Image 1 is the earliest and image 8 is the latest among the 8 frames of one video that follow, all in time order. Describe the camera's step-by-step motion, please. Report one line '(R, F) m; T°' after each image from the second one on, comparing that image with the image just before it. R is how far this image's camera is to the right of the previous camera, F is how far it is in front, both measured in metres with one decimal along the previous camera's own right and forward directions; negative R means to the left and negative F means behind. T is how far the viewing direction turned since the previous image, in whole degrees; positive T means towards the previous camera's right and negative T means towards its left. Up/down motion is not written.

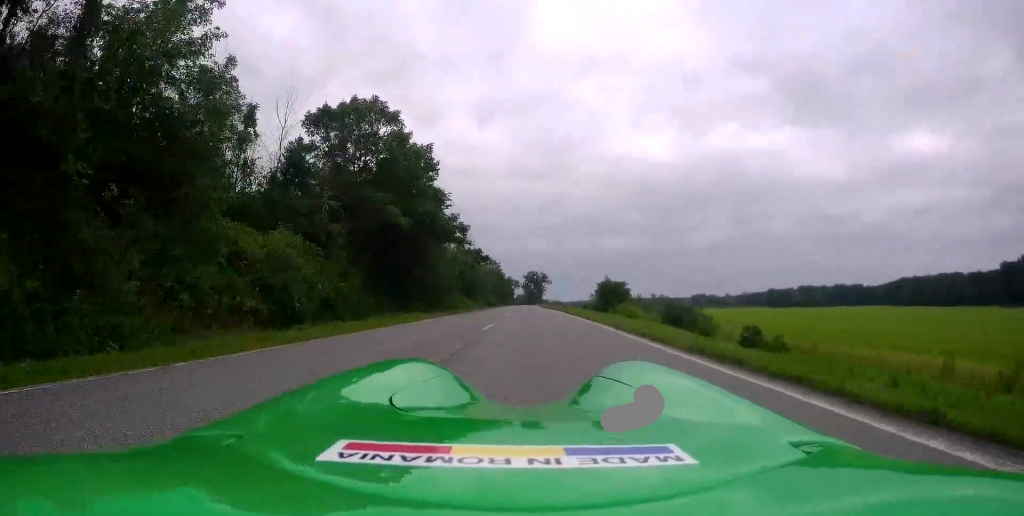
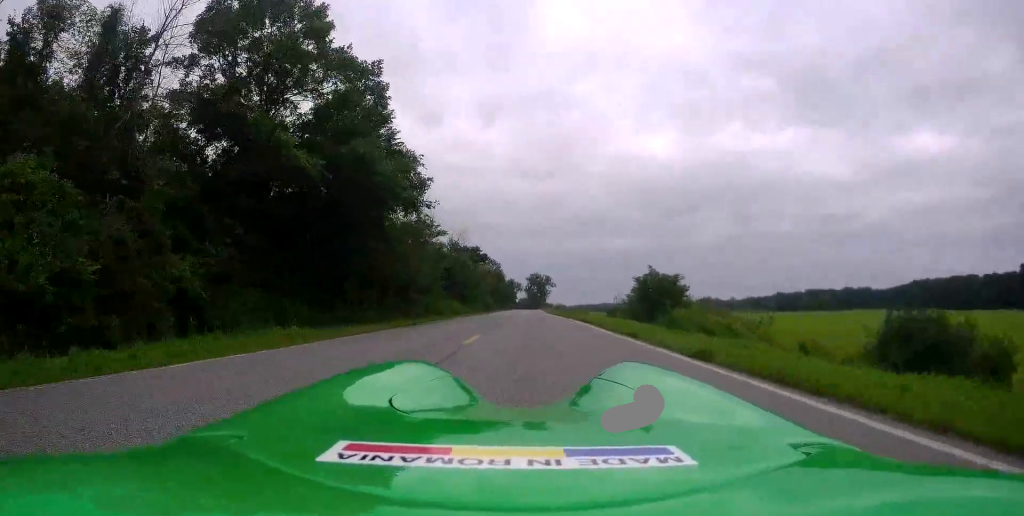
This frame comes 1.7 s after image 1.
(+0.4, +16.4) m; +1°
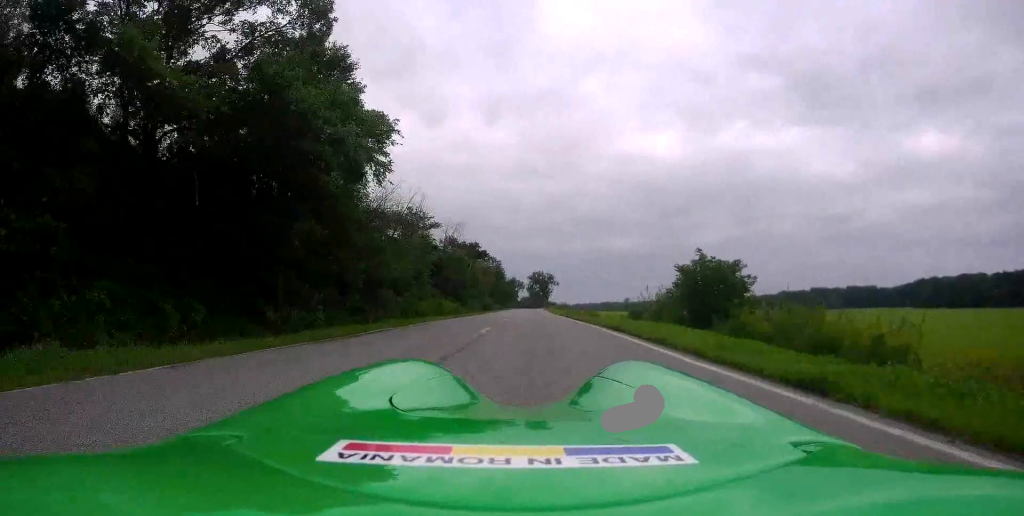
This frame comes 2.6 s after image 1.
(-0.2, +8.9) m; -1°
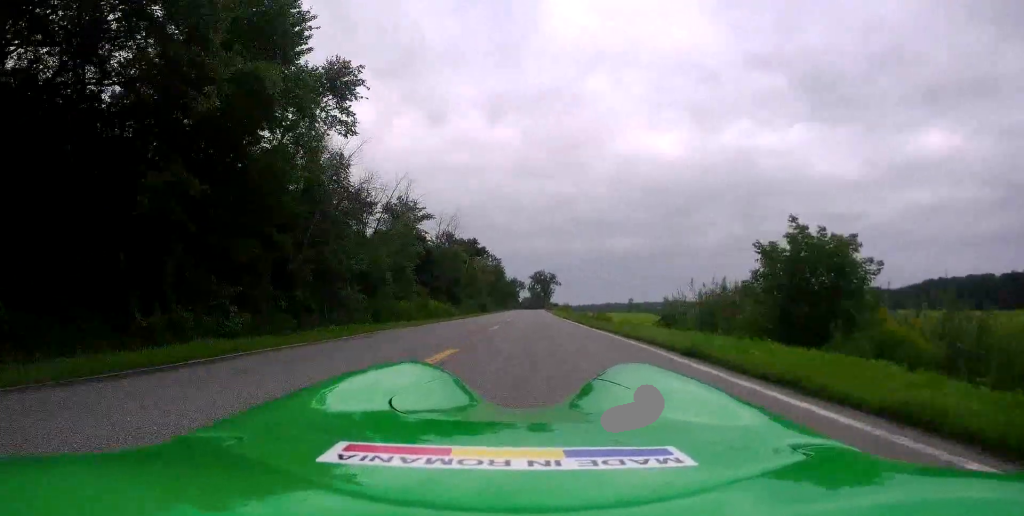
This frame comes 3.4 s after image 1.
(0.0, +8.1) m; 0°
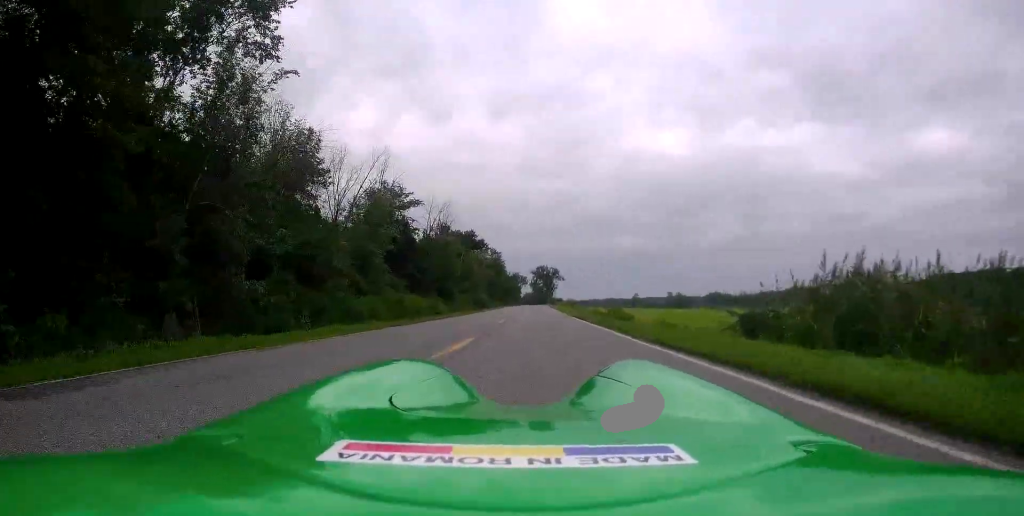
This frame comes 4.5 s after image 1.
(+0.1, +10.0) m; +1°
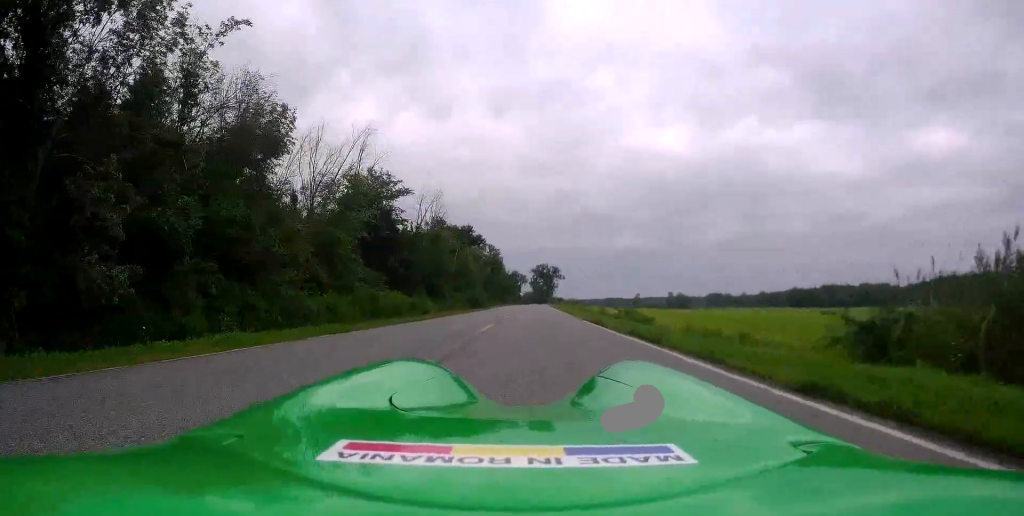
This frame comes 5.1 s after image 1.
(+0.2, +6.3) m; 0°
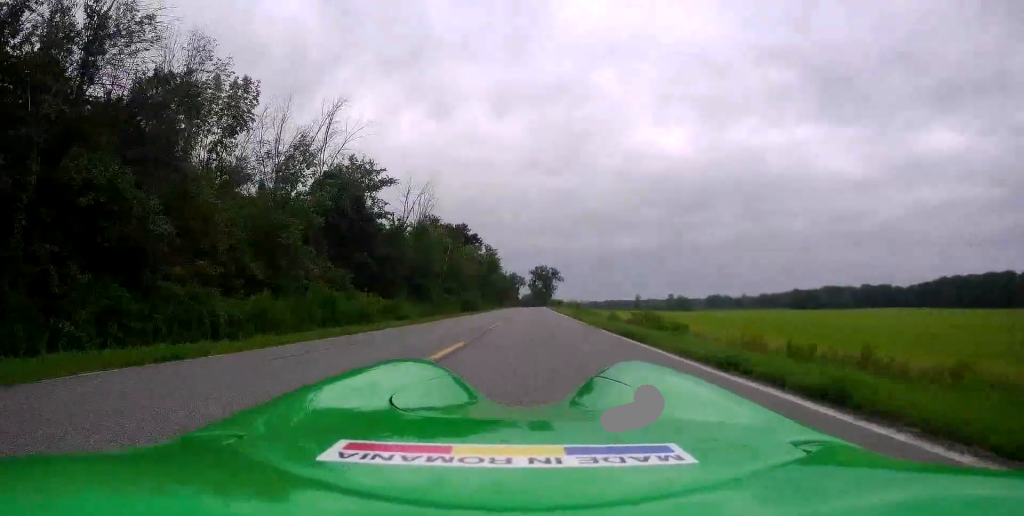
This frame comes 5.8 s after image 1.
(-0.2, +6.7) m; -1°
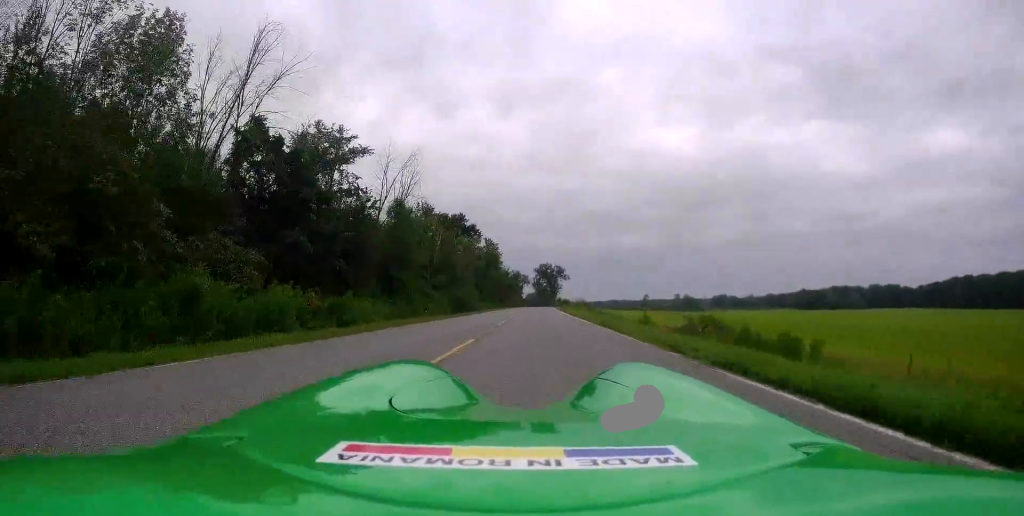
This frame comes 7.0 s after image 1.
(0.0, +11.4) m; 0°
